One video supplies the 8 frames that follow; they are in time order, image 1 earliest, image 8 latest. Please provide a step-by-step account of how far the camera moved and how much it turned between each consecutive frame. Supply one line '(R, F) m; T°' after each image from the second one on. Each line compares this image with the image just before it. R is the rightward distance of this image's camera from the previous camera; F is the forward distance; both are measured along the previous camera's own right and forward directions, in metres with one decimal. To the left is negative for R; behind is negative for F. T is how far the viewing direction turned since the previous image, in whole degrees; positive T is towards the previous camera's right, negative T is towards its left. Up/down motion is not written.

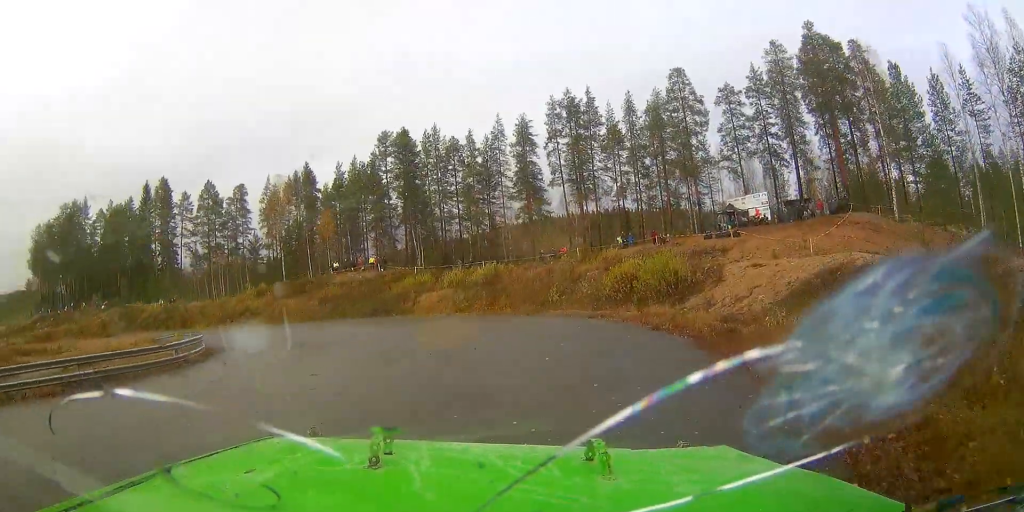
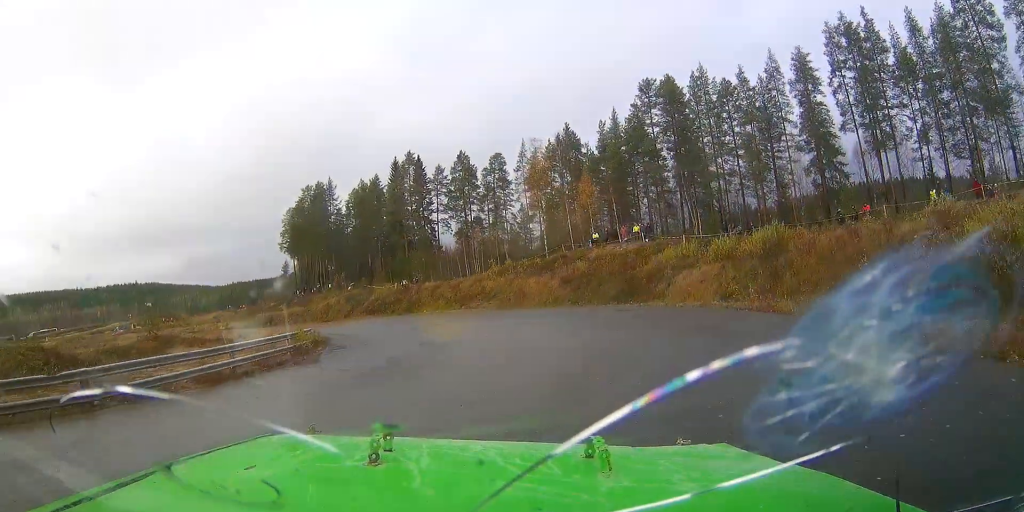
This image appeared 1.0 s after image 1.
(-3.8, +11.0) m; -34°
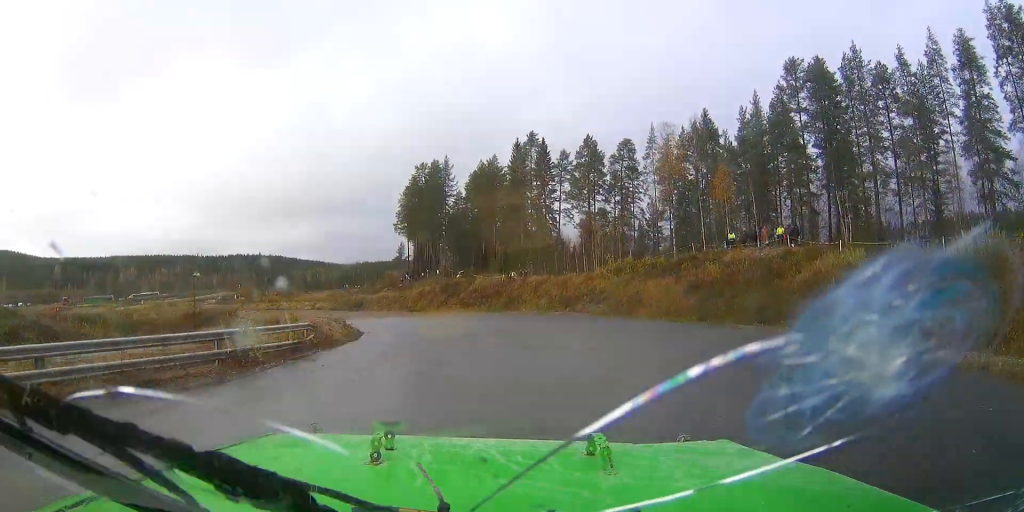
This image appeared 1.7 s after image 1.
(-1.5, +8.7) m; -19°
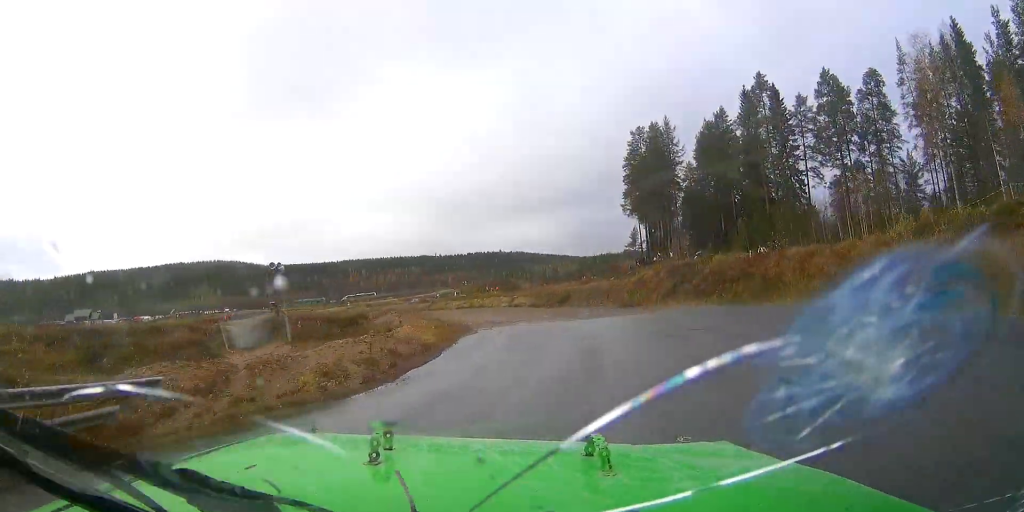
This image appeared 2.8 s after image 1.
(-4.0, +16.3) m; -23°
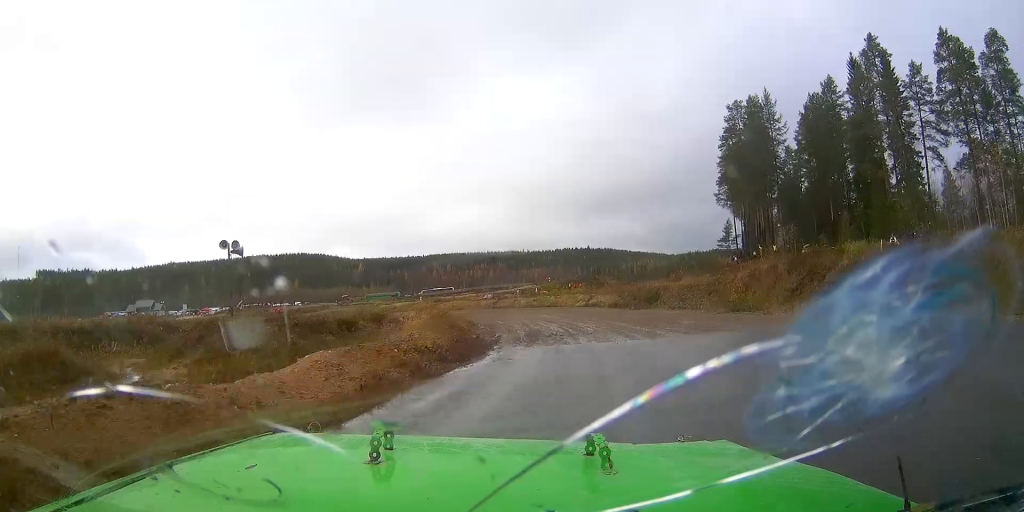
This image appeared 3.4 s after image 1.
(-0.9, +10.5) m; -9°
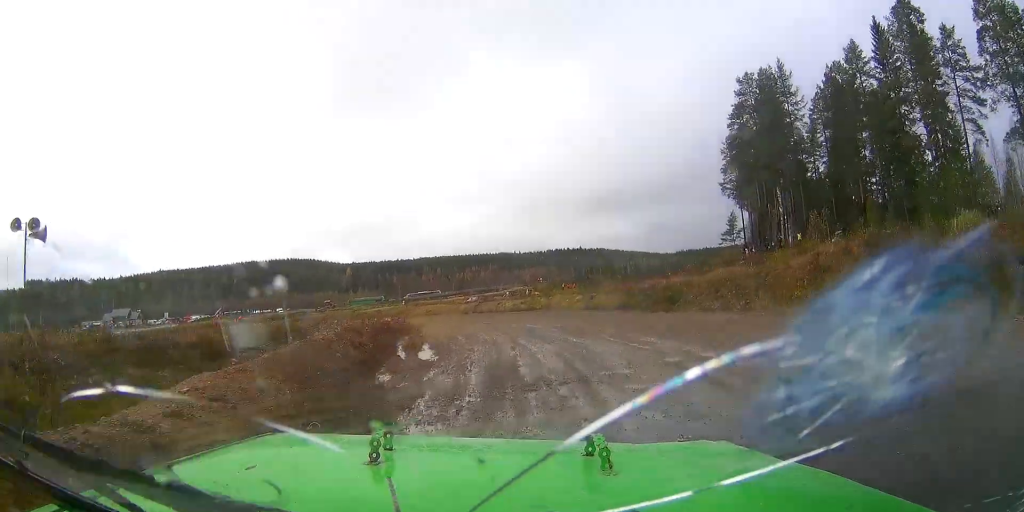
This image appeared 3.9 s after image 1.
(-0.6, +9.6) m; -6°
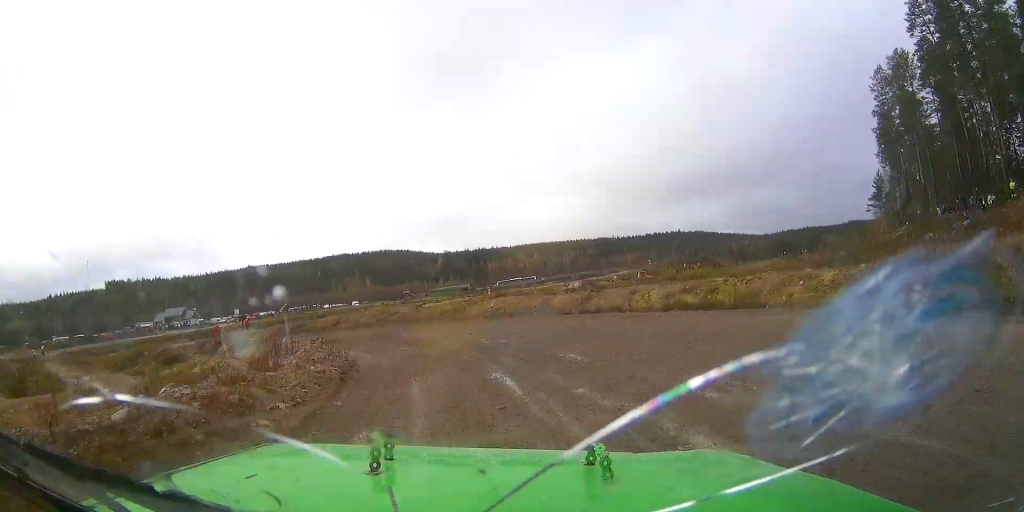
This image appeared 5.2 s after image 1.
(-2.8, +22.8) m; -19°
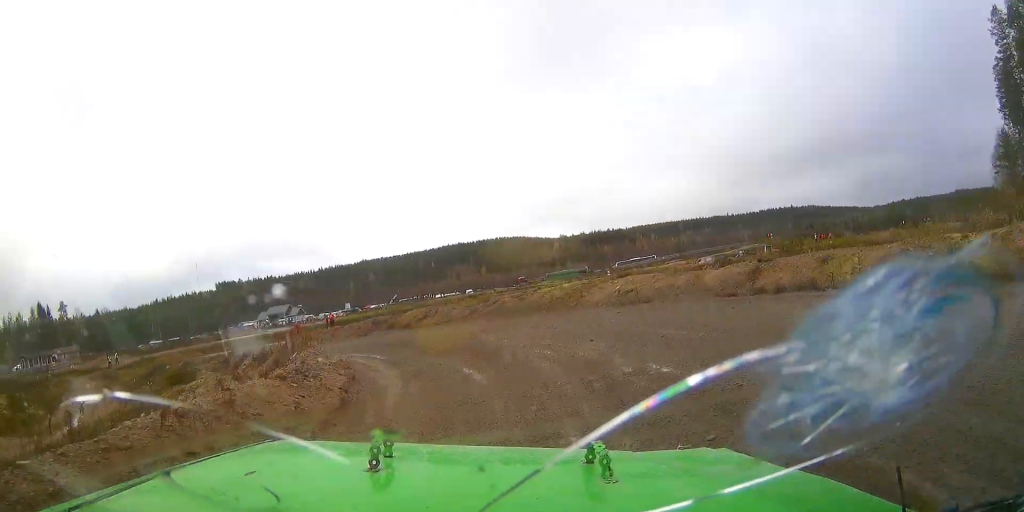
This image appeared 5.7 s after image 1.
(-0.6, +8.0) m; -10°
